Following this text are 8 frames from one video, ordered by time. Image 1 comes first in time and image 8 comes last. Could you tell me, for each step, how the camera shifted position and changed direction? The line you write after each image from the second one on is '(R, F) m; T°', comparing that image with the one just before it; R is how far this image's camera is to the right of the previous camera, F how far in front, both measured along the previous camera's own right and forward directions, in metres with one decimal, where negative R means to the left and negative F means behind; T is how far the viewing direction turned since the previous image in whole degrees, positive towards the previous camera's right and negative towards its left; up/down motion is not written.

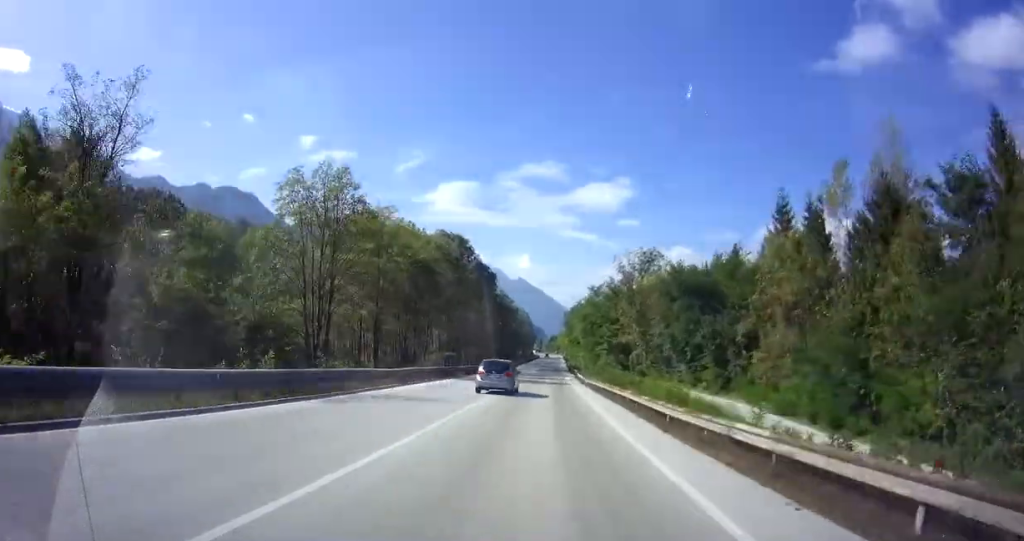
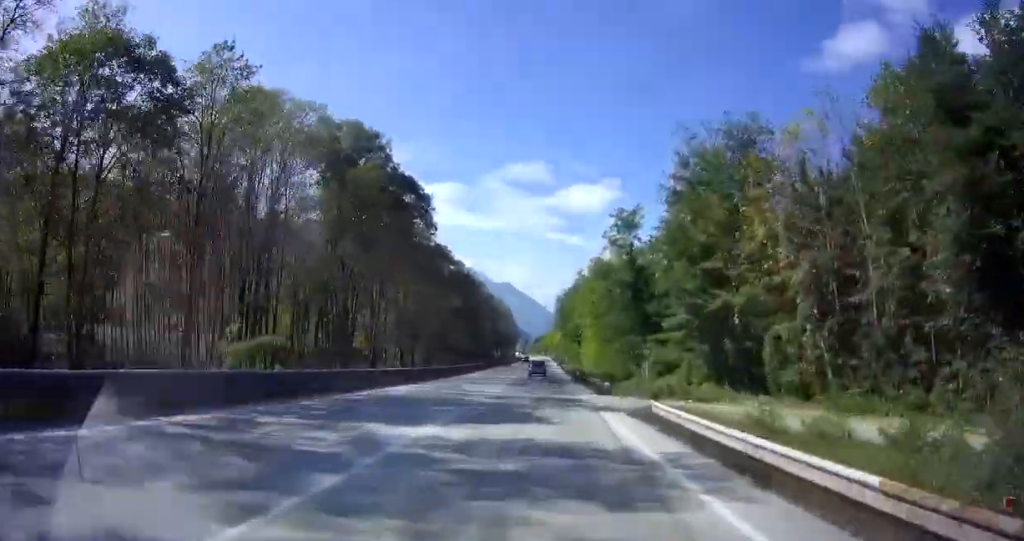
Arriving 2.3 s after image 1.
(+0.3, +45.5) m; +1°
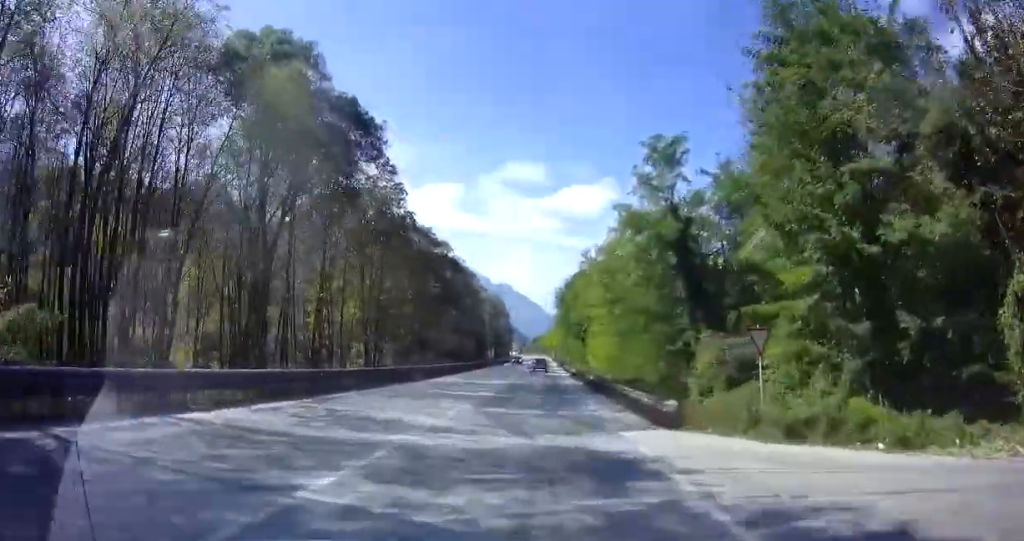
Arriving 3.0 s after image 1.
(0.0, +14.5) m; 0°
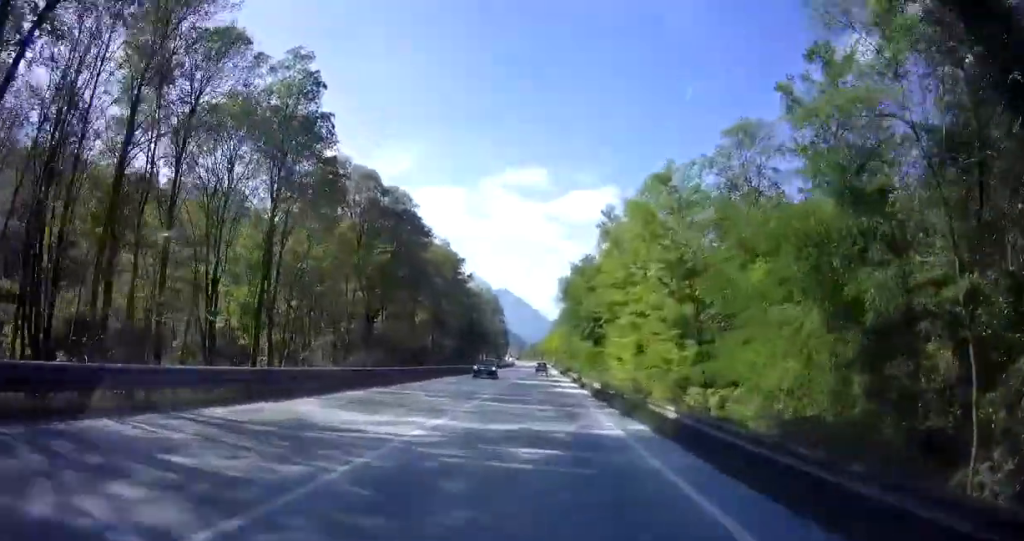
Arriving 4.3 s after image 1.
(+0.2, +23.1) m; +1°
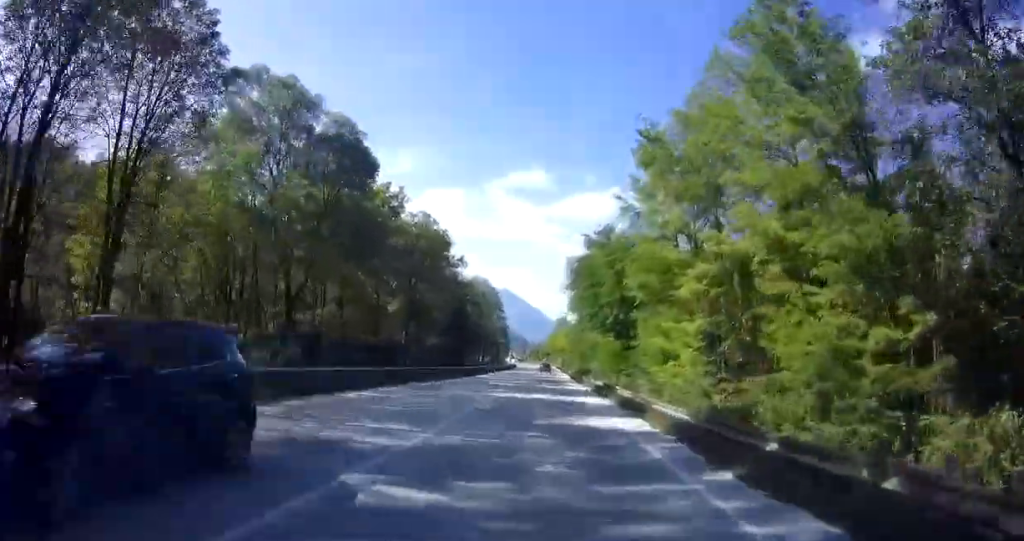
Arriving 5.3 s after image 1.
(0.0, +17.5) m; 0°
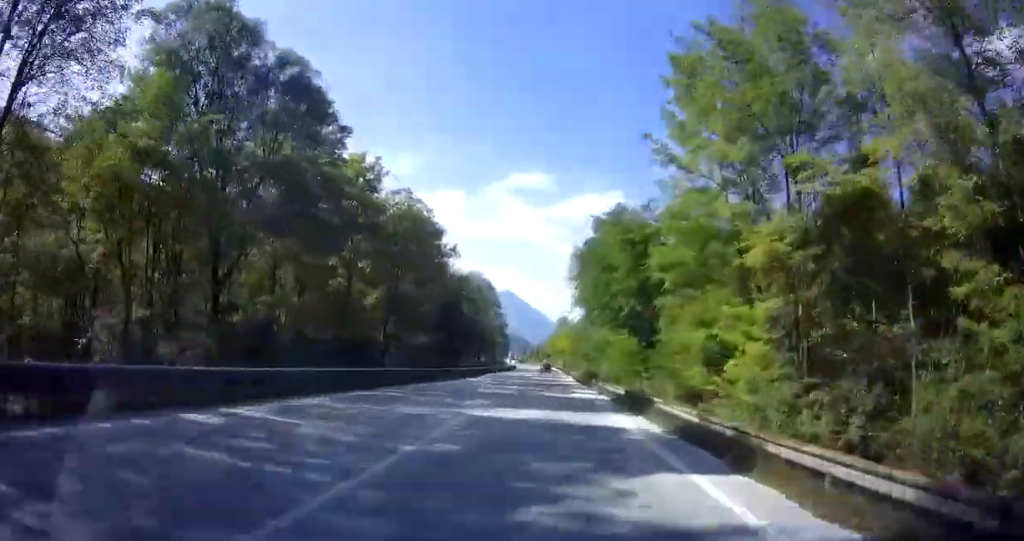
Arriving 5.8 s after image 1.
(0.0, +8.6) m; 0°
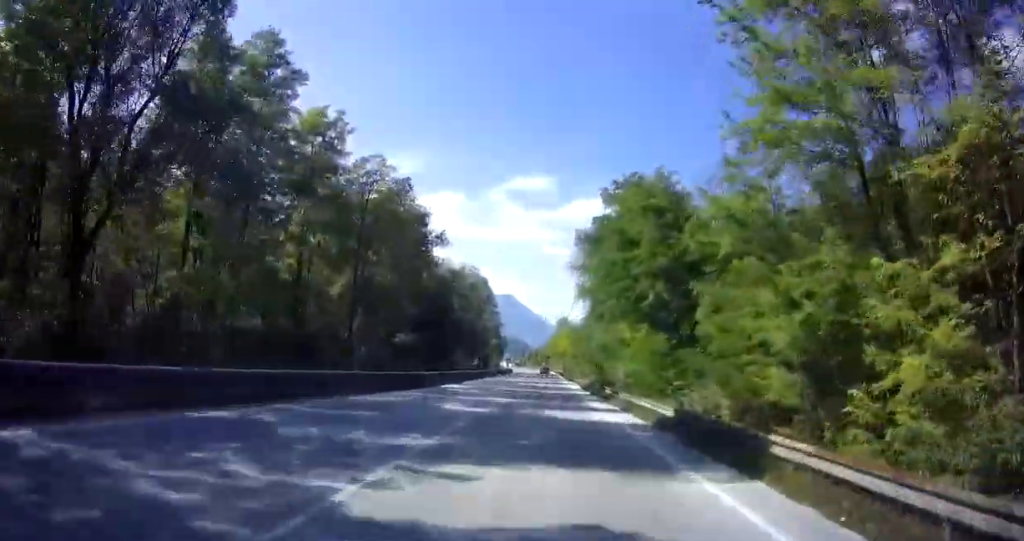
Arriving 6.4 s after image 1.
(0.0, +9.7) m; 0°
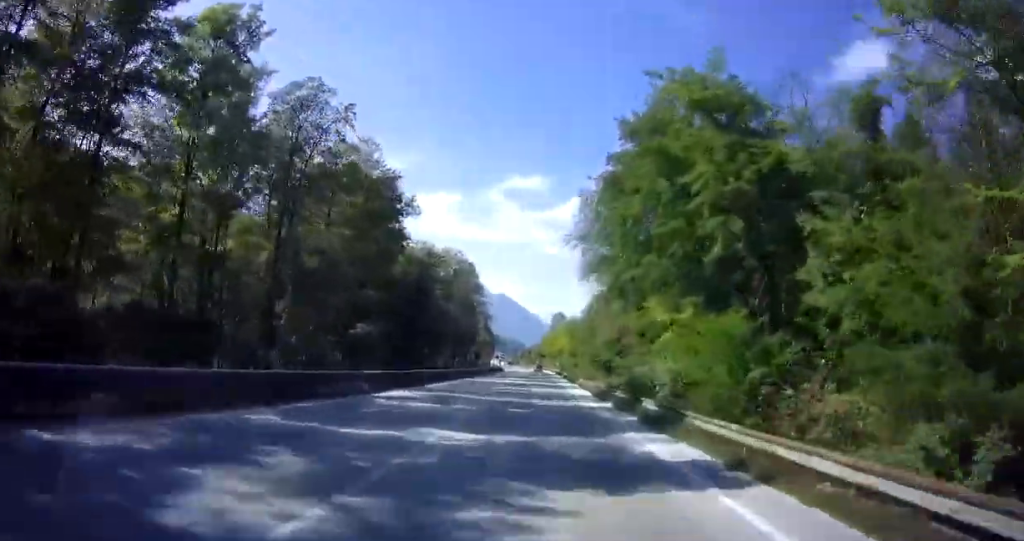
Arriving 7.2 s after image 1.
(0.0, +13.5) m; 0°
